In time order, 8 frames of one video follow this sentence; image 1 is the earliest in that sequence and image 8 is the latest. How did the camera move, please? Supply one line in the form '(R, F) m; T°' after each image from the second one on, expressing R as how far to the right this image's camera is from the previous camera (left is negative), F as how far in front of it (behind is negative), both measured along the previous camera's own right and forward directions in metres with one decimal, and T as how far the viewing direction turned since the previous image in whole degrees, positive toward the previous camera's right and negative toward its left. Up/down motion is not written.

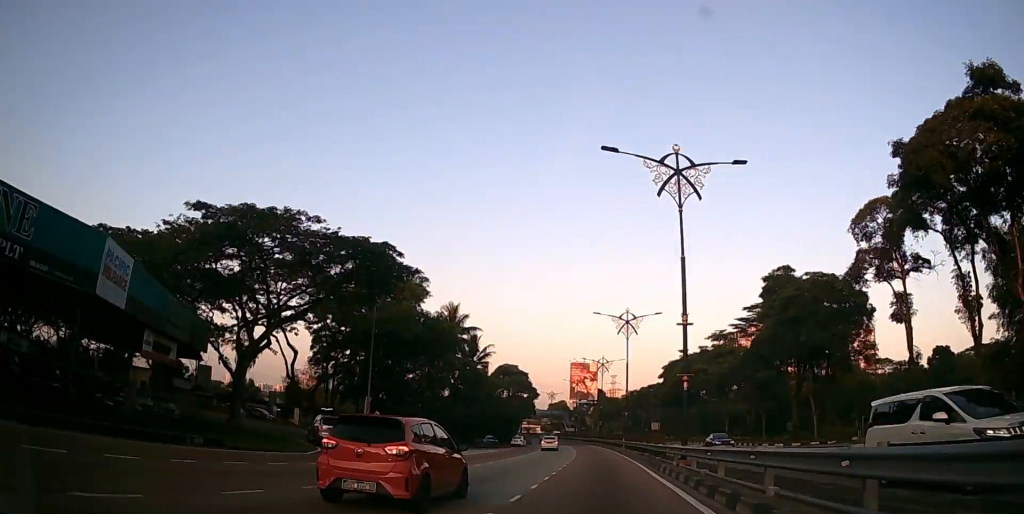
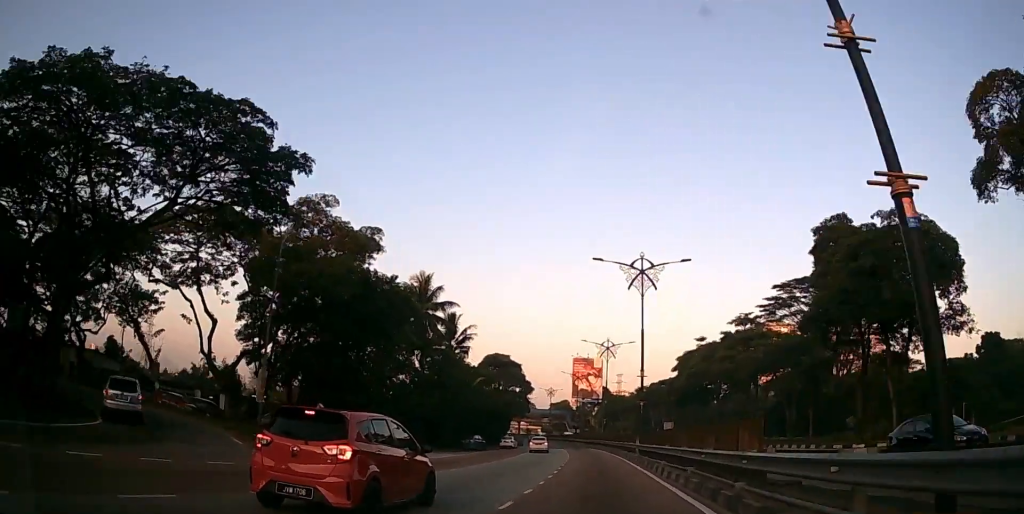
(-0.1, +15.4) m; 0°
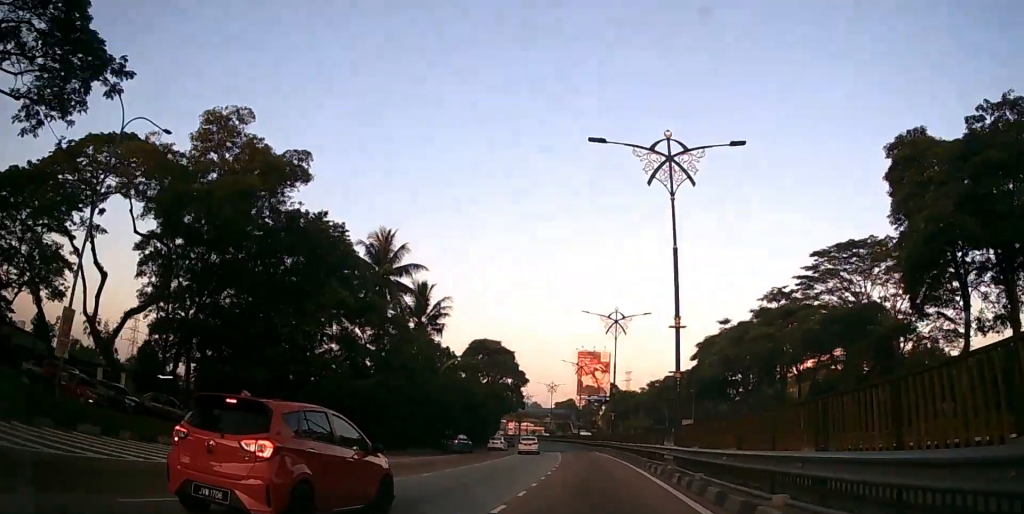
(0.0, +15.3) m; -1°
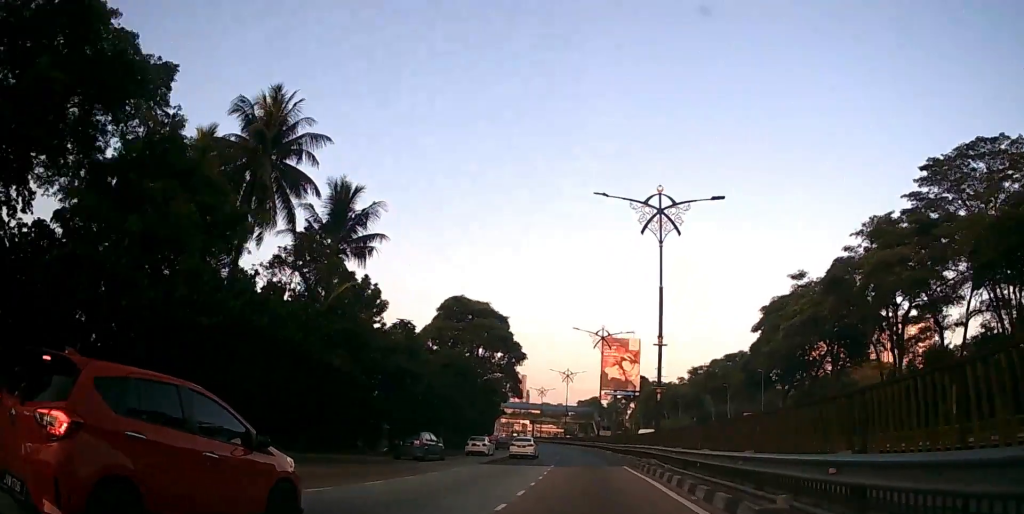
(-0.3, +25.3) m; -2°
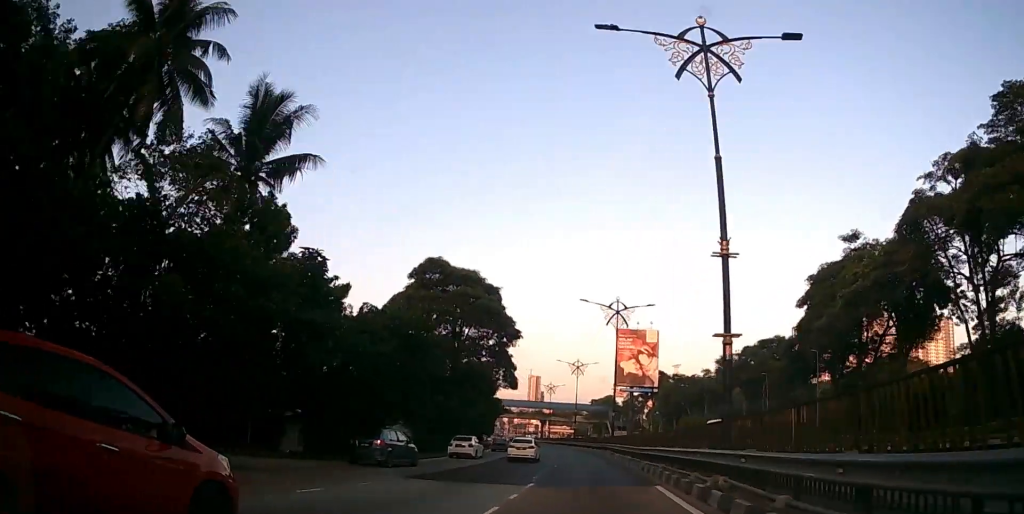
(-0.1, +11.7) m; -1°
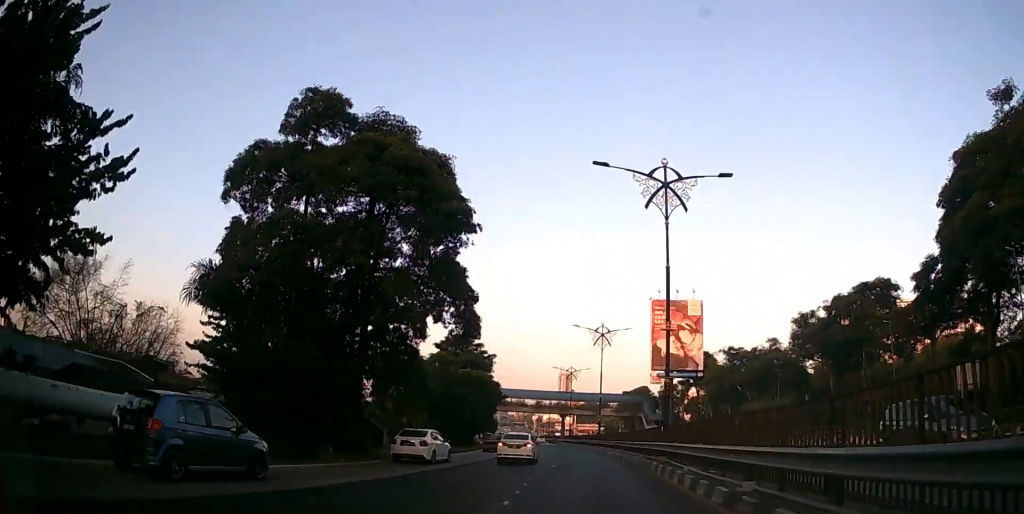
(-0.4, +24.1) m; -3°
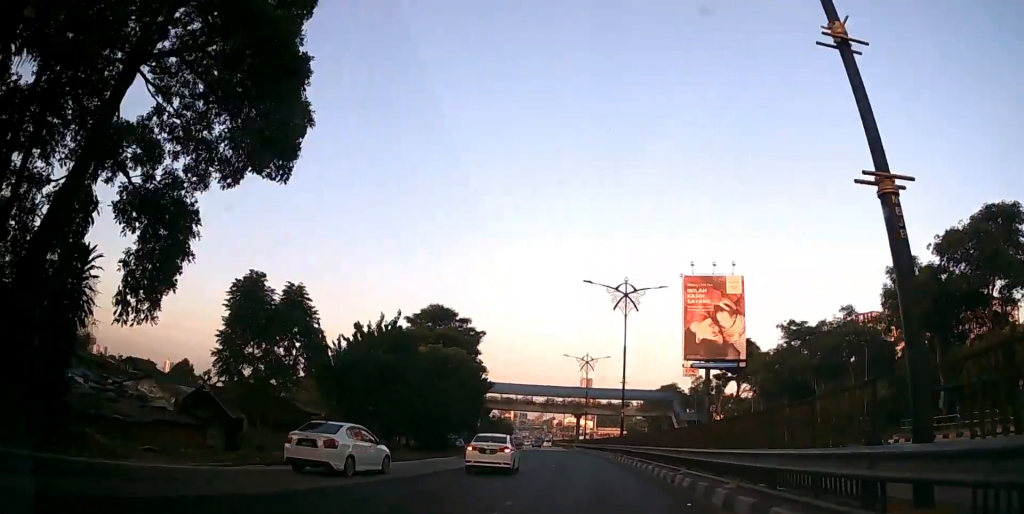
(-0.4, +17.1) m; -2°
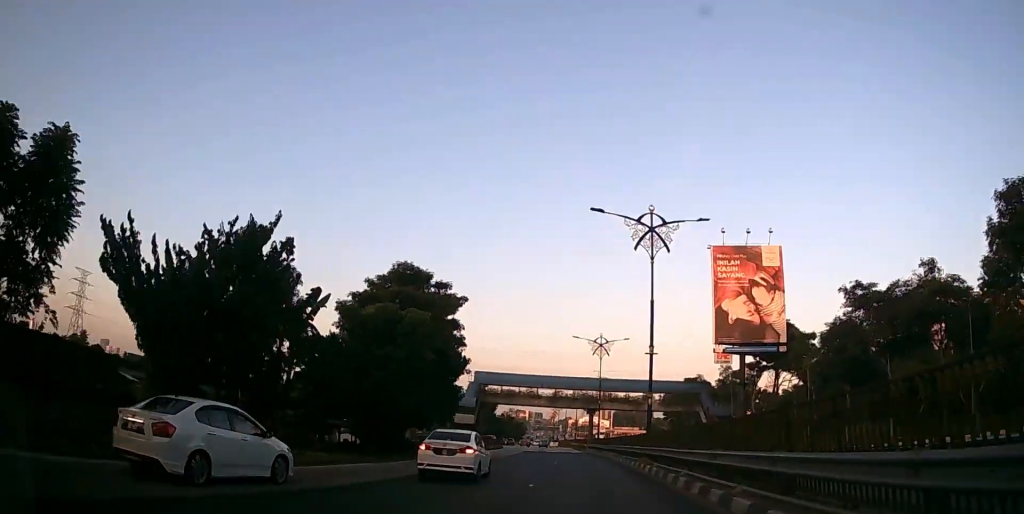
(-0.1, +13.1) m; -2°
